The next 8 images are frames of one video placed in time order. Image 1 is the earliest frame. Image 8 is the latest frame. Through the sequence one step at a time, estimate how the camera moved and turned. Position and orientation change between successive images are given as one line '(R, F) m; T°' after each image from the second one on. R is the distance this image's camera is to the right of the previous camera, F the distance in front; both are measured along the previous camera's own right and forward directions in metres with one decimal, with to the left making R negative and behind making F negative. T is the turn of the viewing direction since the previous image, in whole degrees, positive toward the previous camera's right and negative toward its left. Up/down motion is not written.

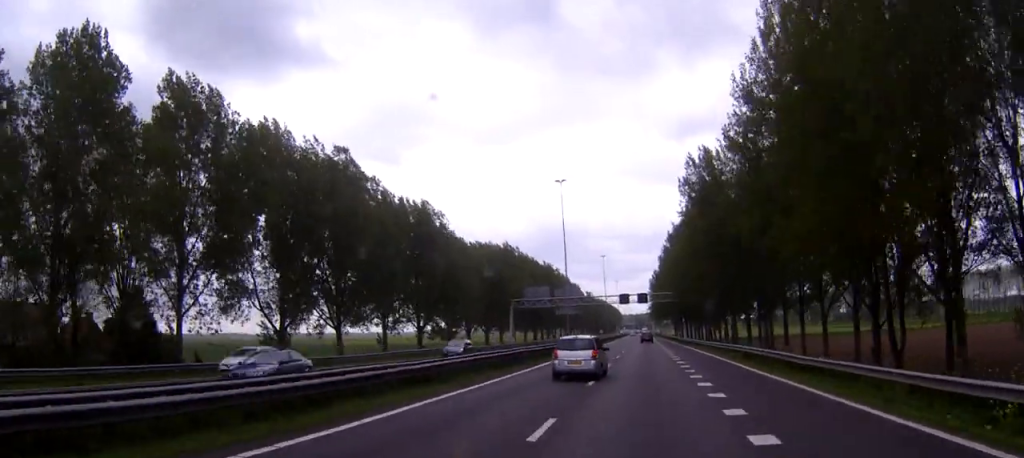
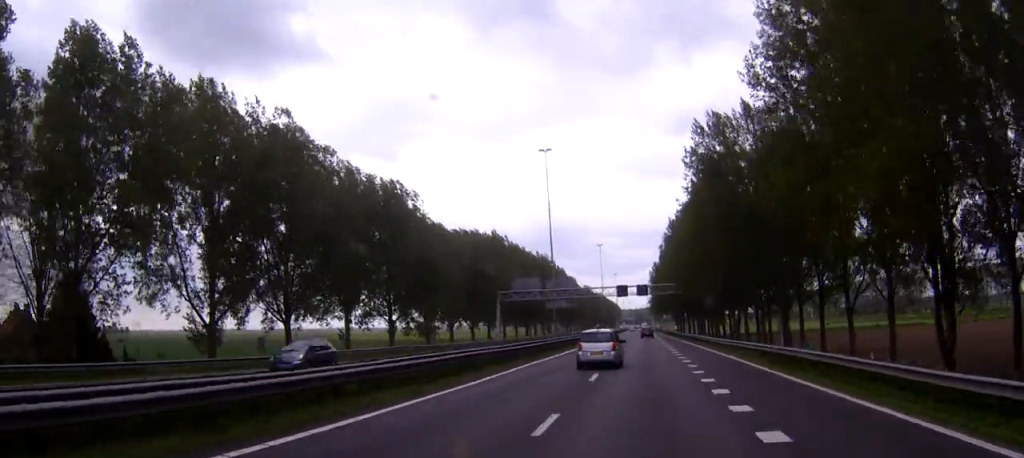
(0.0, +12.3) m; 0°
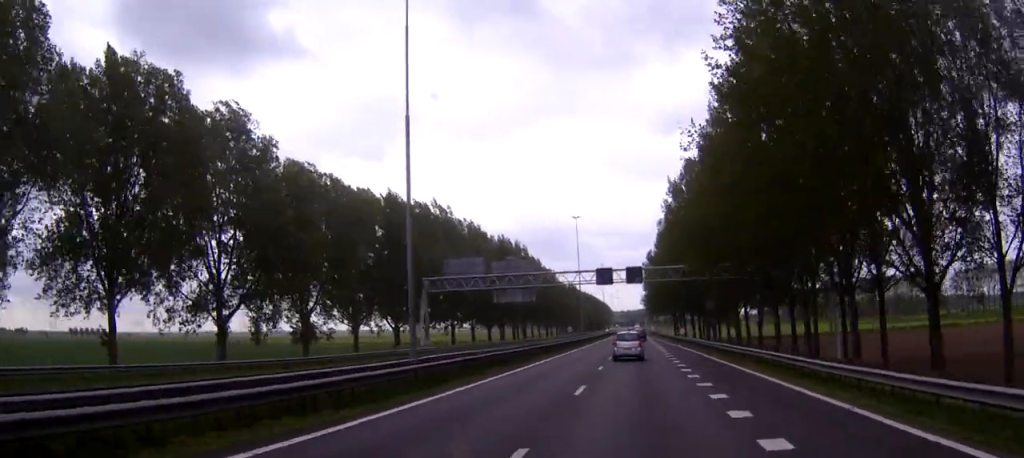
(-0.1, +40.4) m; 0°
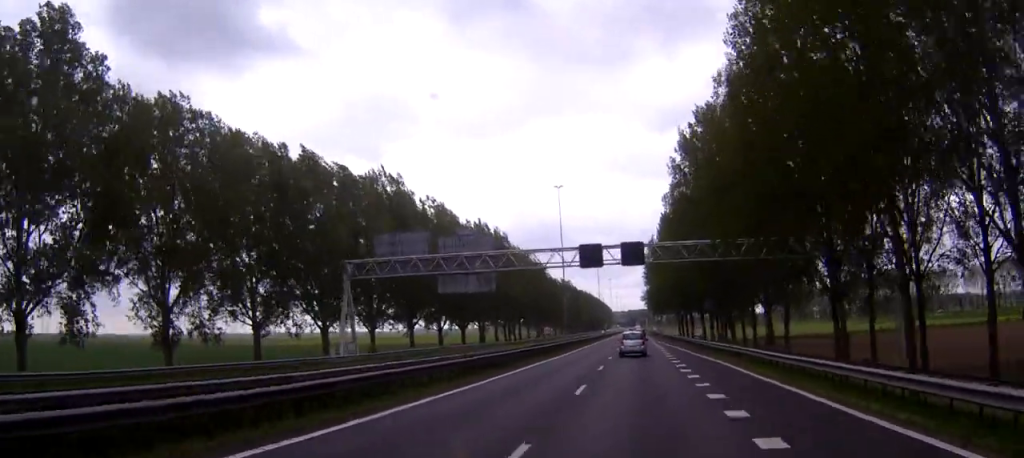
(0.0, +24.1) m; 0°
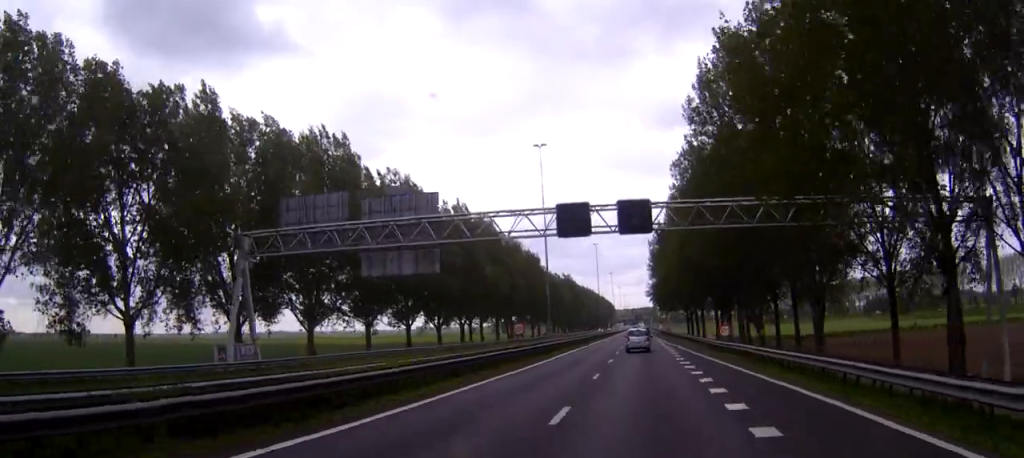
(0.0, +19.1) m; 0°
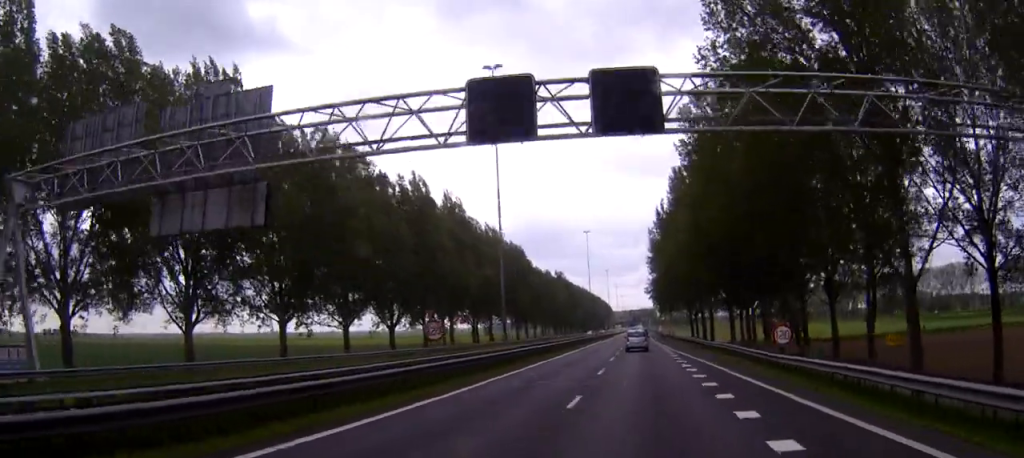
(-0.1, +21.6) m; 0°
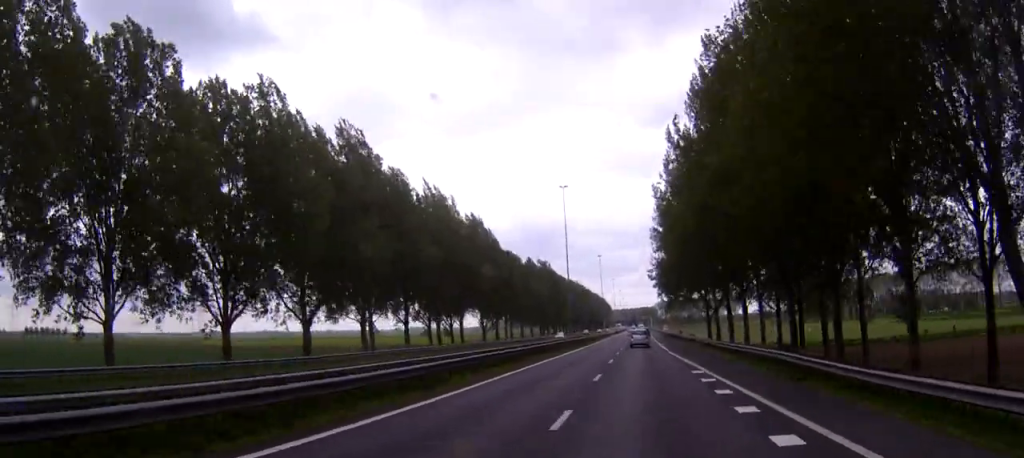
(0.0, +40.5) m; 0°
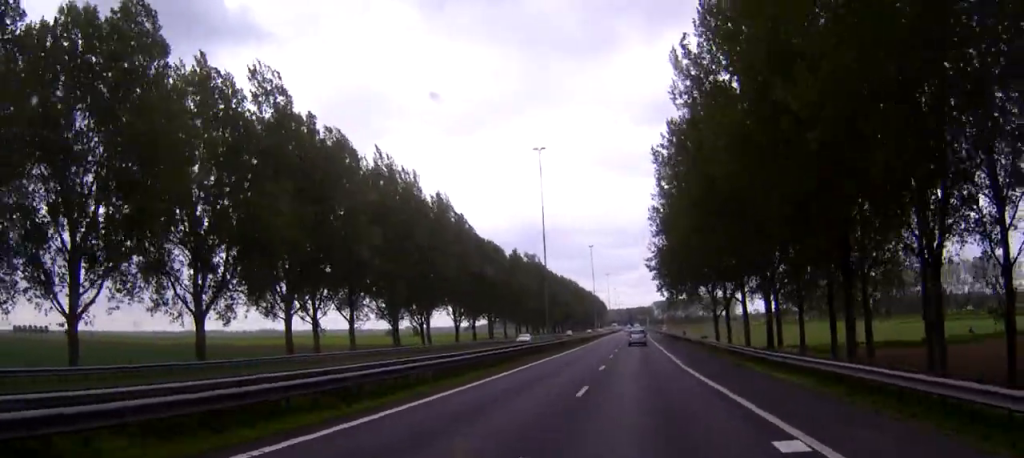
(0.0, +18.2) m; 0°
